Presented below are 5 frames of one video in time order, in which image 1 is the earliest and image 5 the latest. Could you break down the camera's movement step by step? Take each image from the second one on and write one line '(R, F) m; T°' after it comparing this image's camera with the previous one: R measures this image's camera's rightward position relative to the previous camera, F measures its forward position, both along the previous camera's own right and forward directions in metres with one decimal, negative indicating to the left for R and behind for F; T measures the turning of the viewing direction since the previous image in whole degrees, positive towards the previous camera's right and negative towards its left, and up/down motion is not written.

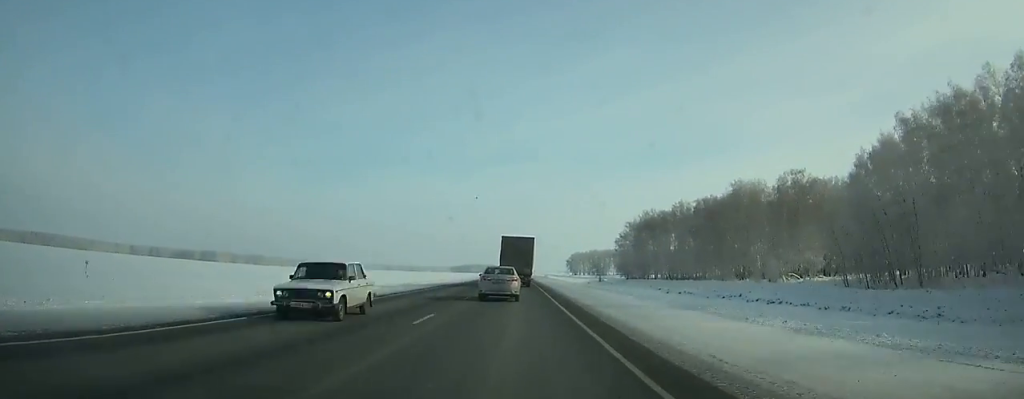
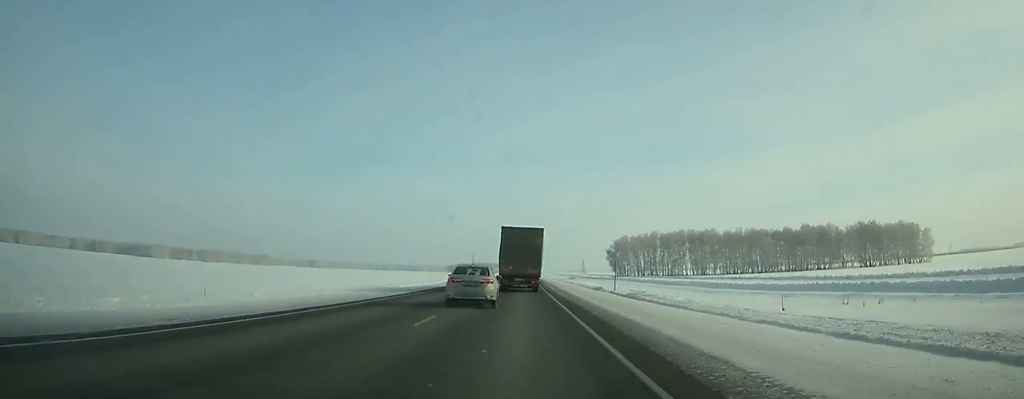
(-0.3, +223.5) m; -1°
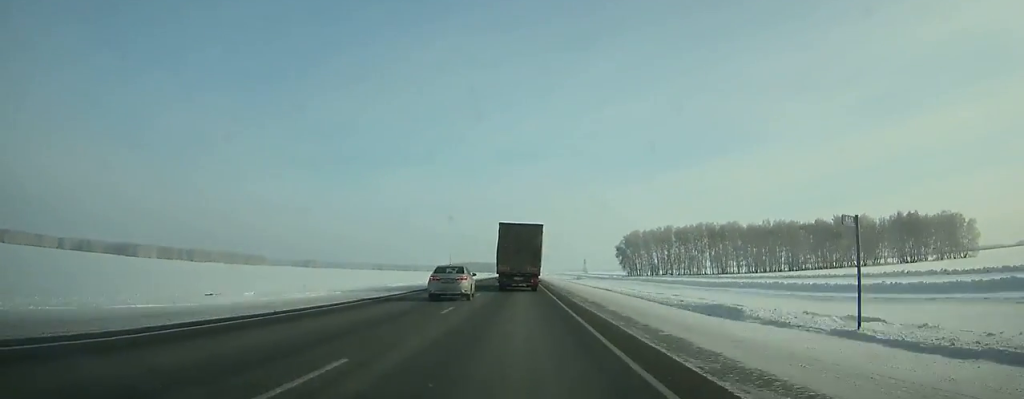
(-0.3, +34.7) m; 0°
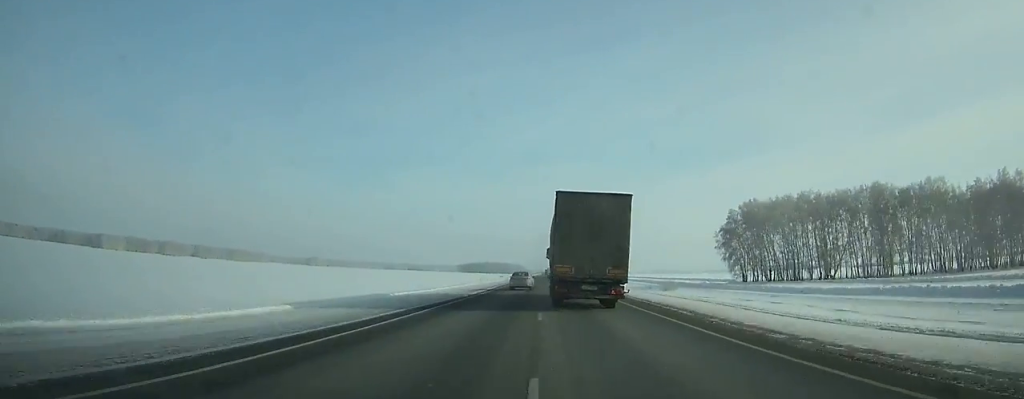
(-1.0, +127.4) m; 0°
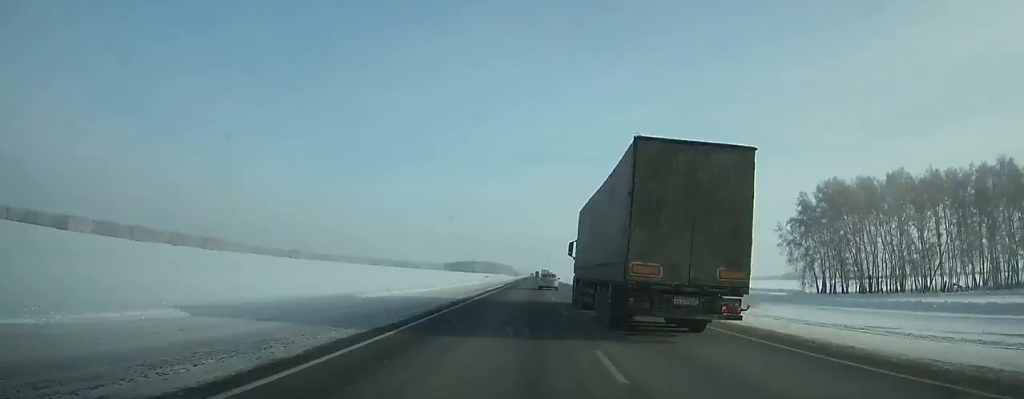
(+0.2, +47.4) m; 0°
